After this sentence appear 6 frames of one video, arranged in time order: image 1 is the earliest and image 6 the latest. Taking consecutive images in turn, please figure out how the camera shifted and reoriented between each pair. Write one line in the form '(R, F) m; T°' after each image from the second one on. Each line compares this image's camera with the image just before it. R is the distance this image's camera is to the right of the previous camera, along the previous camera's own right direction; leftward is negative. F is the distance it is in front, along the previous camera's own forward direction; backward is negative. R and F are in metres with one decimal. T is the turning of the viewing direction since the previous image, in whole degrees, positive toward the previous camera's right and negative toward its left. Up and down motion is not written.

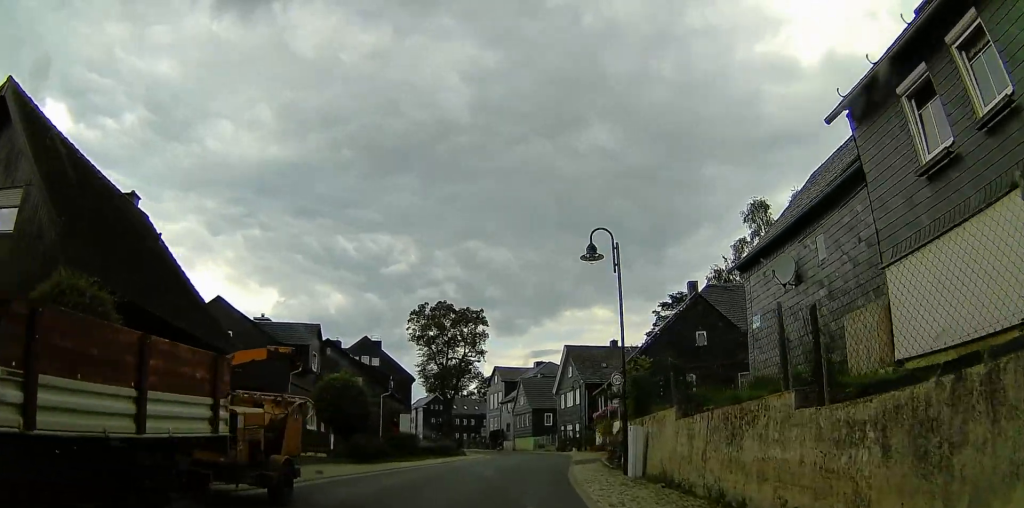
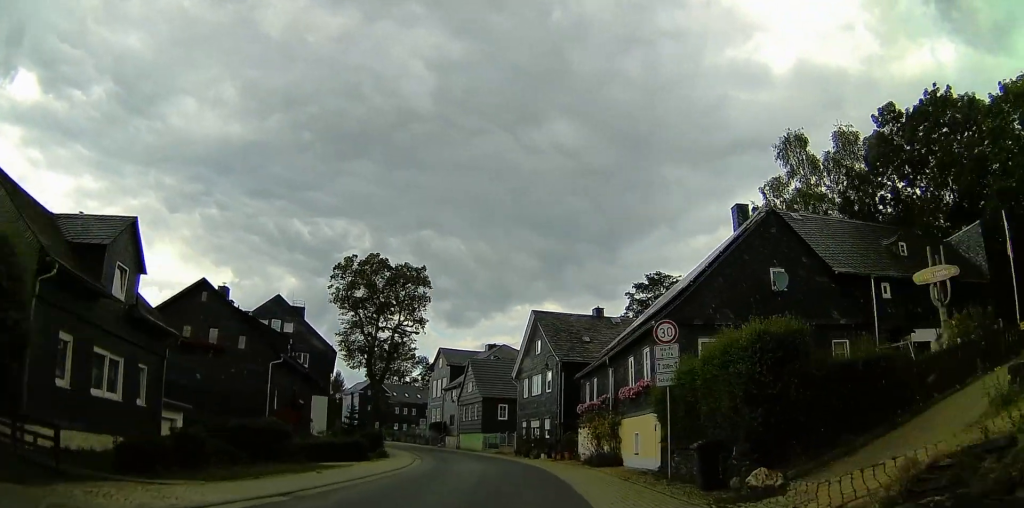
(-0.7, +16.1) m; -2°
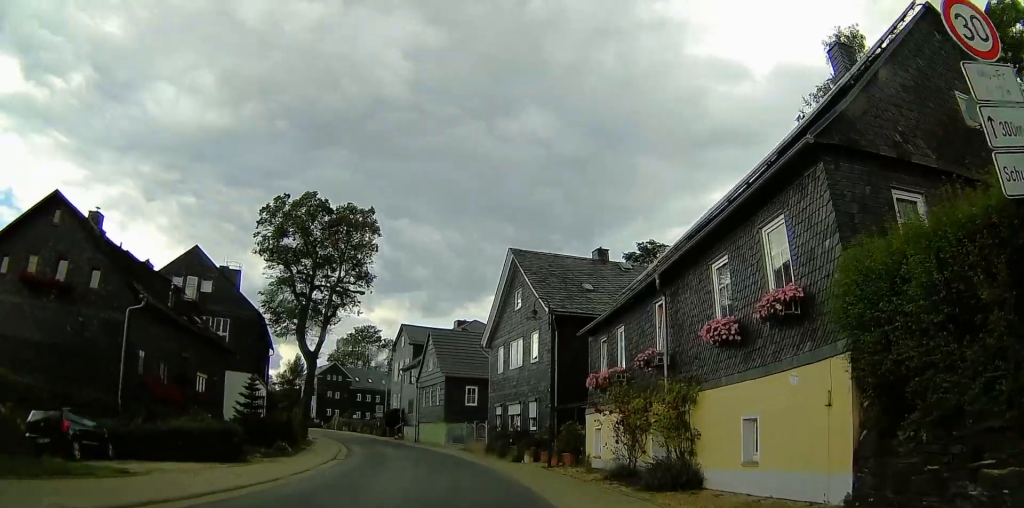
(+0.5, +12.2) m; +2°
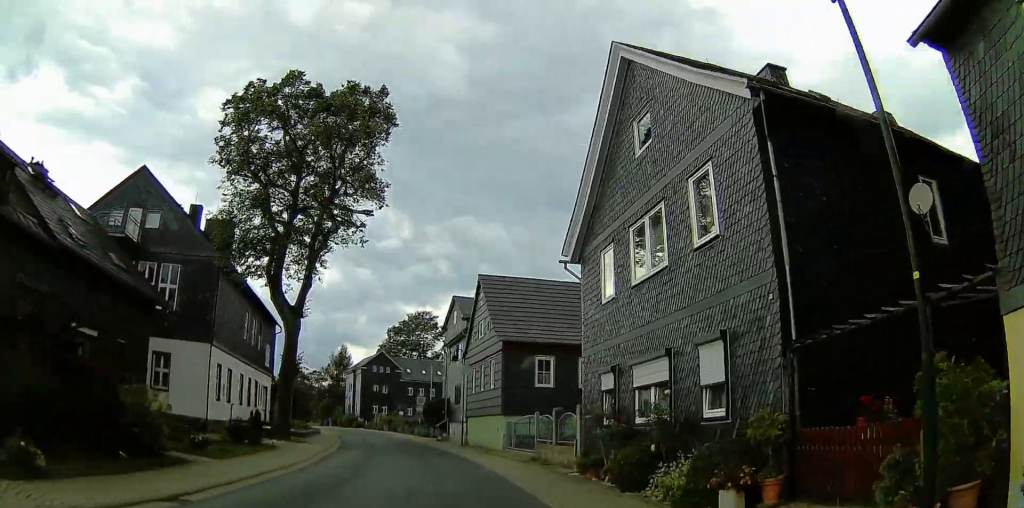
(-0.9, +15.8) m; -6°
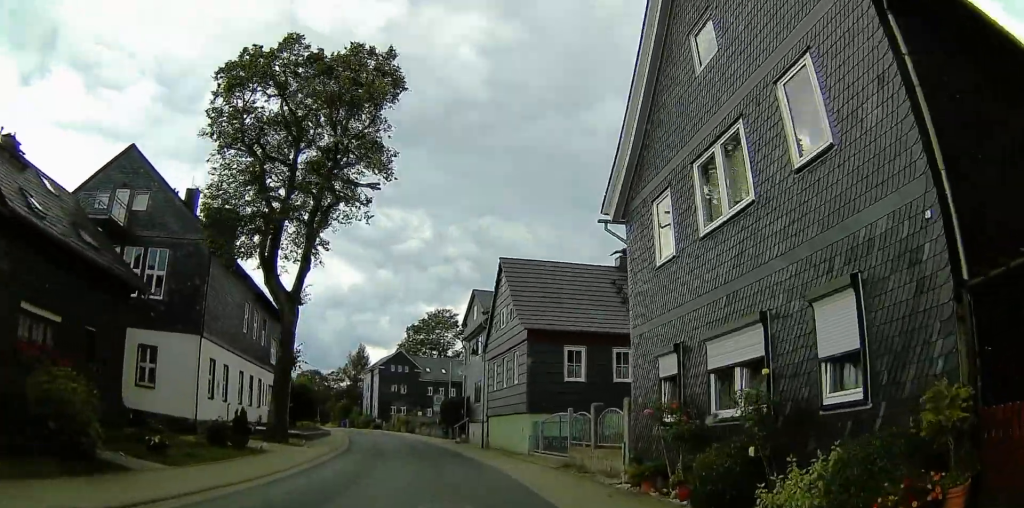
(0.0, +3.3) m; 0°
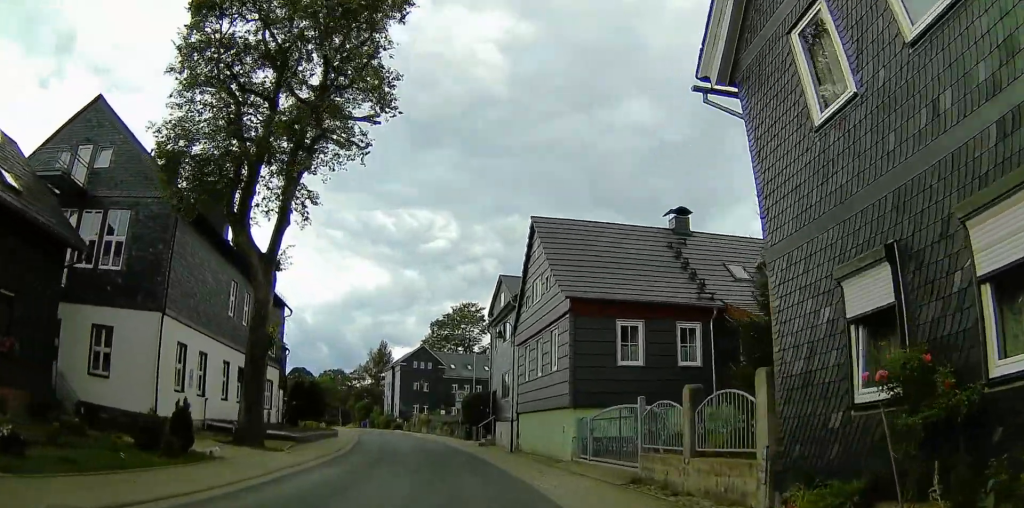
(0.0, +5.6) m; 0°
